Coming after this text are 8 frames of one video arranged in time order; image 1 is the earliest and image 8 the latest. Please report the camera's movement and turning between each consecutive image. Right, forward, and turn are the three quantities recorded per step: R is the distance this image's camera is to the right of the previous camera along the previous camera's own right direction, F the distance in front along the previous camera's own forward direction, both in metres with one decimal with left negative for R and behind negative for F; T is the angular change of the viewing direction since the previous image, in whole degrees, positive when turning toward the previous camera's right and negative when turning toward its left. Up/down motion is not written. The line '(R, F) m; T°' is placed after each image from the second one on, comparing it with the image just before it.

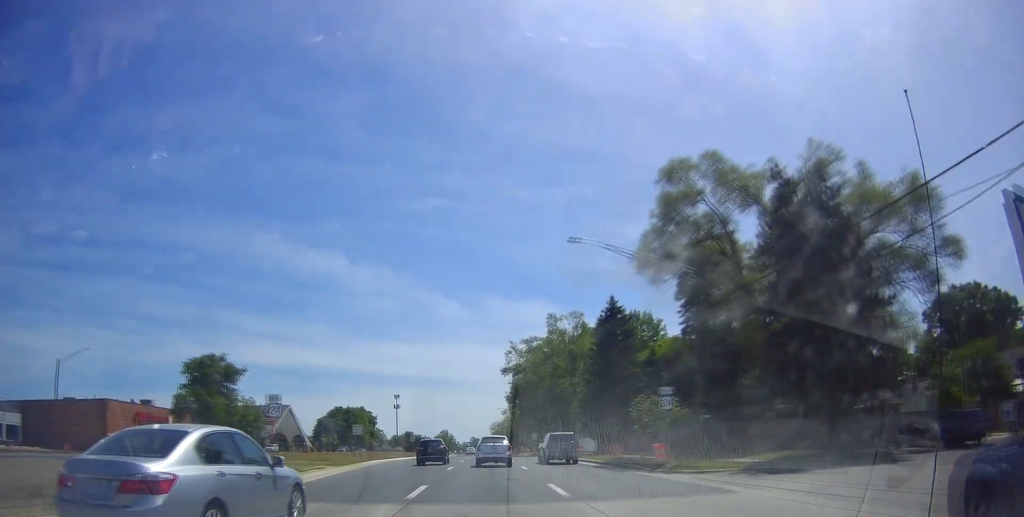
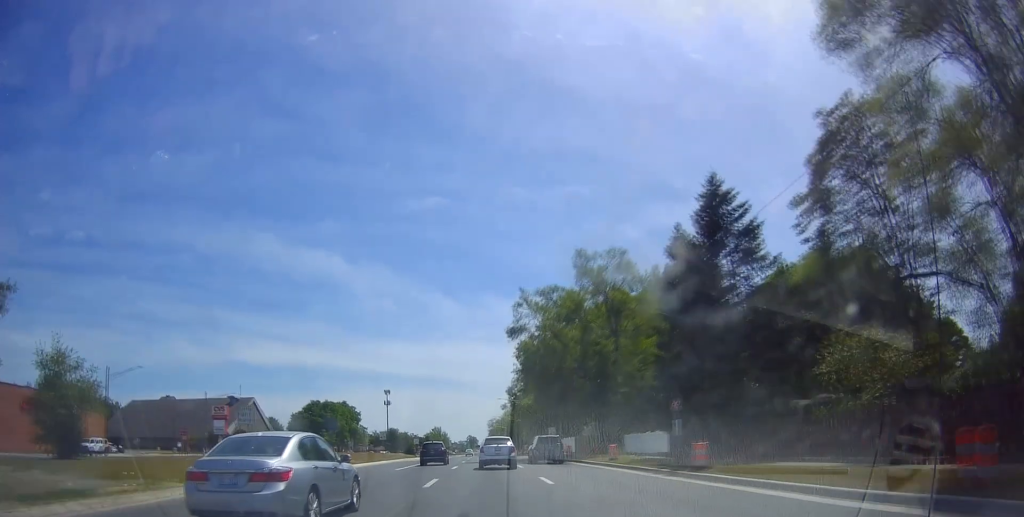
(-0.4, +23.9) m; 0°
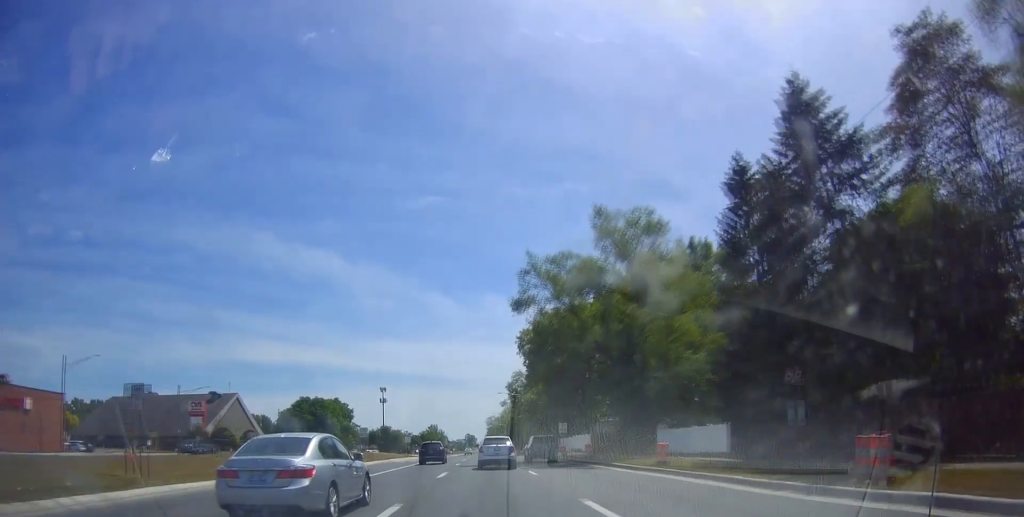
(+0.4, +9.3) m; 0°
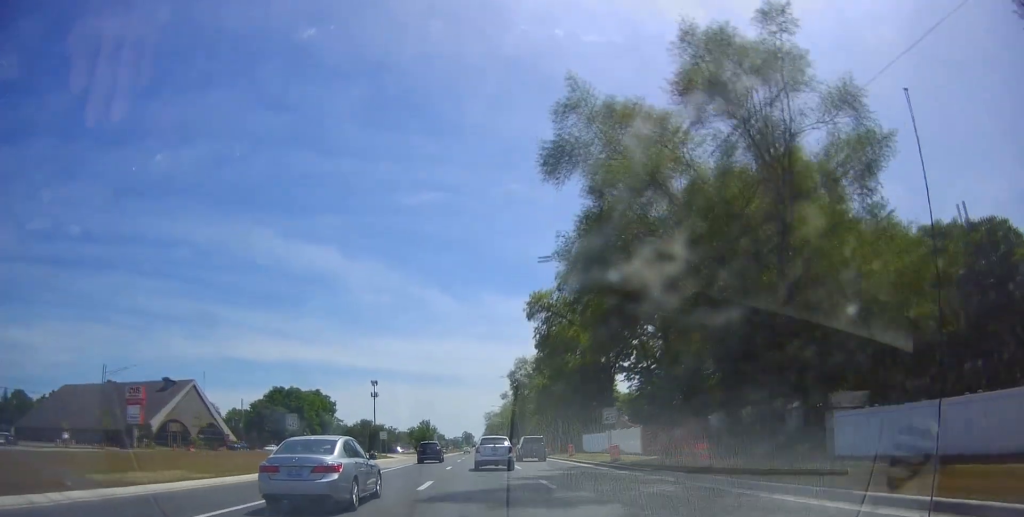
(-0.7, +21.3) m; 0°
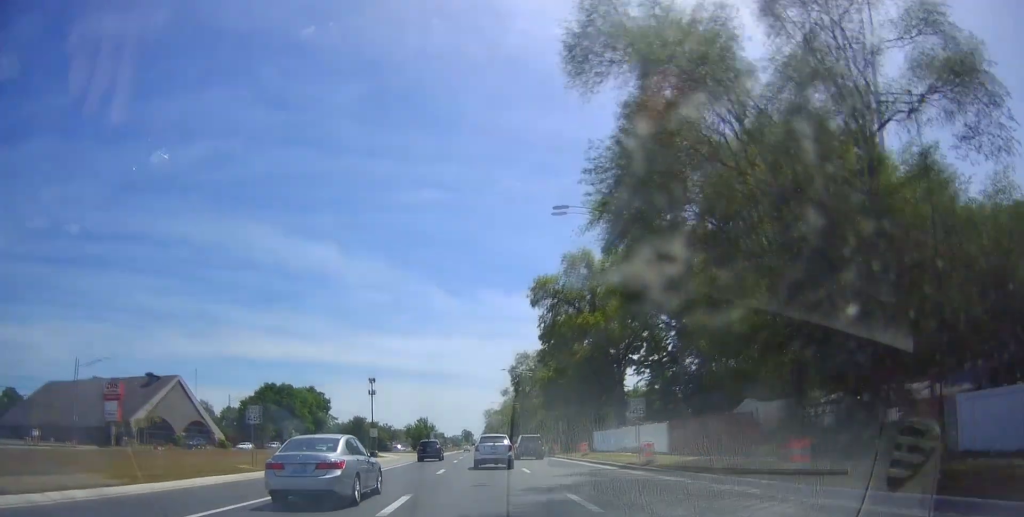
(0.0, +6.3) m; +1°
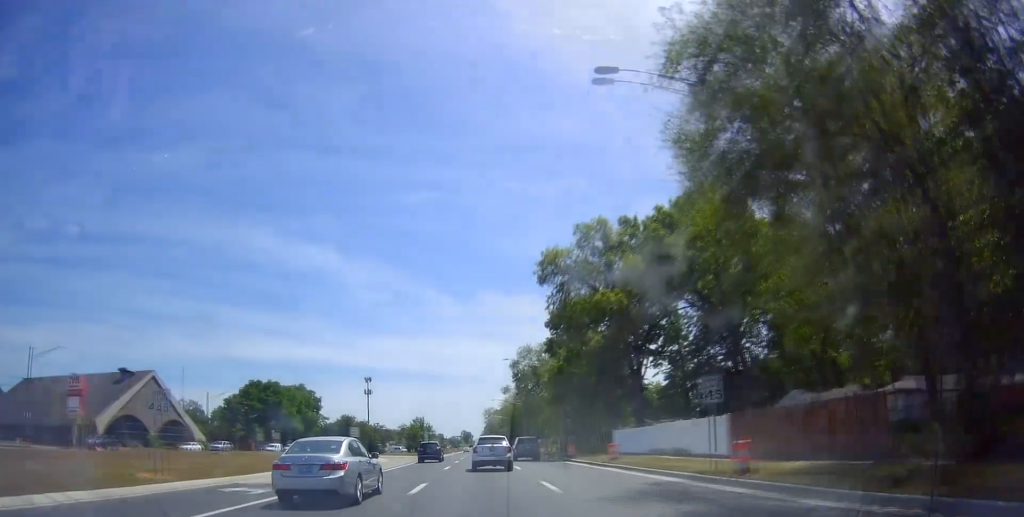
(+0.2, +9.5) m; +1°
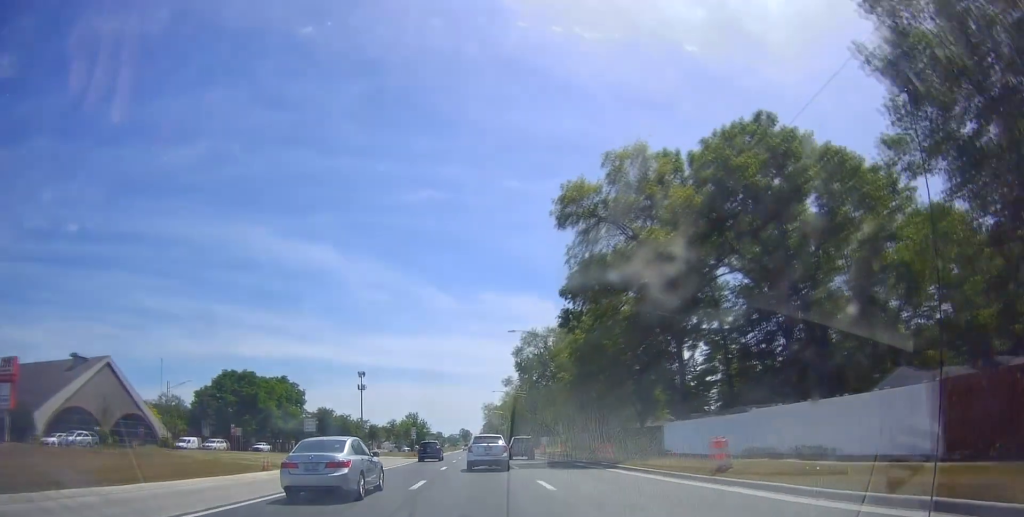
(+0.2, +14.4) m; 0°
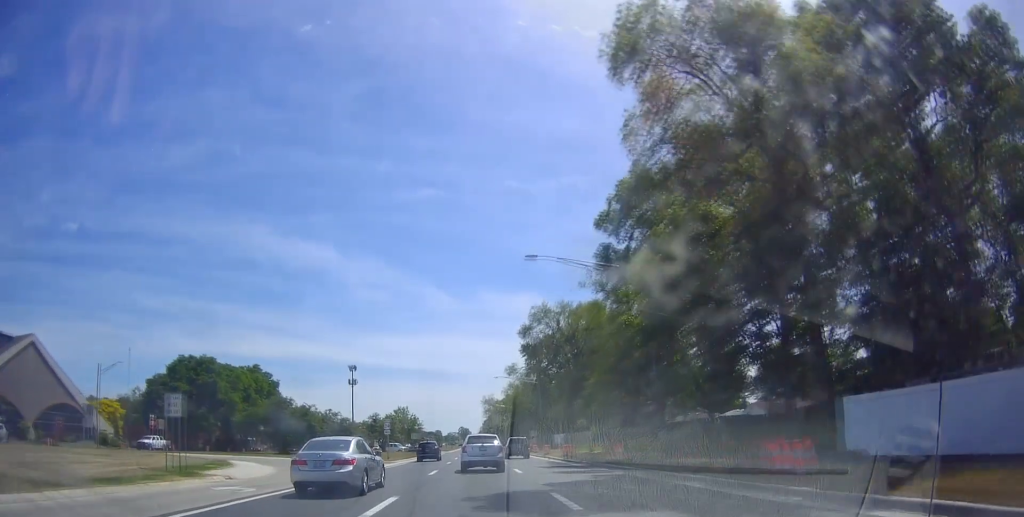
(-0.5, +19.8) m; -2°
